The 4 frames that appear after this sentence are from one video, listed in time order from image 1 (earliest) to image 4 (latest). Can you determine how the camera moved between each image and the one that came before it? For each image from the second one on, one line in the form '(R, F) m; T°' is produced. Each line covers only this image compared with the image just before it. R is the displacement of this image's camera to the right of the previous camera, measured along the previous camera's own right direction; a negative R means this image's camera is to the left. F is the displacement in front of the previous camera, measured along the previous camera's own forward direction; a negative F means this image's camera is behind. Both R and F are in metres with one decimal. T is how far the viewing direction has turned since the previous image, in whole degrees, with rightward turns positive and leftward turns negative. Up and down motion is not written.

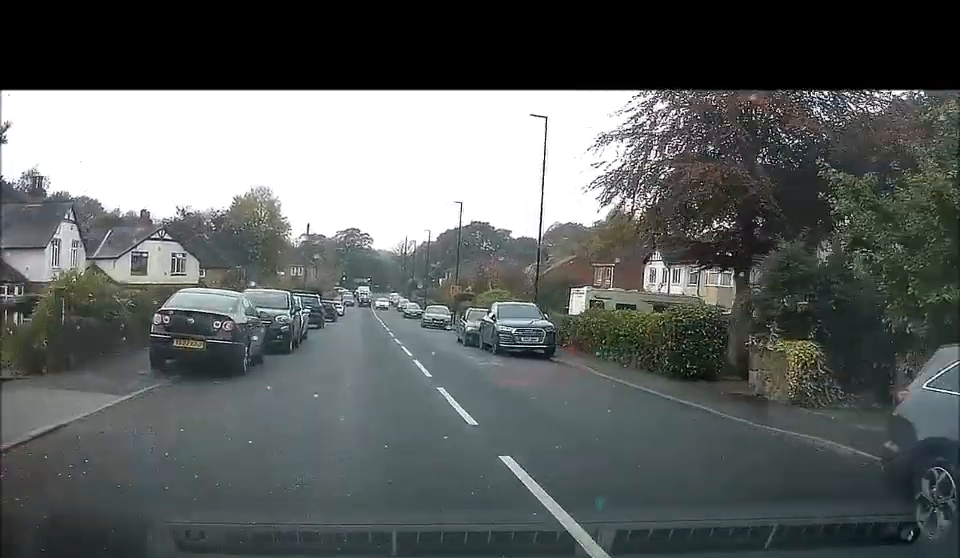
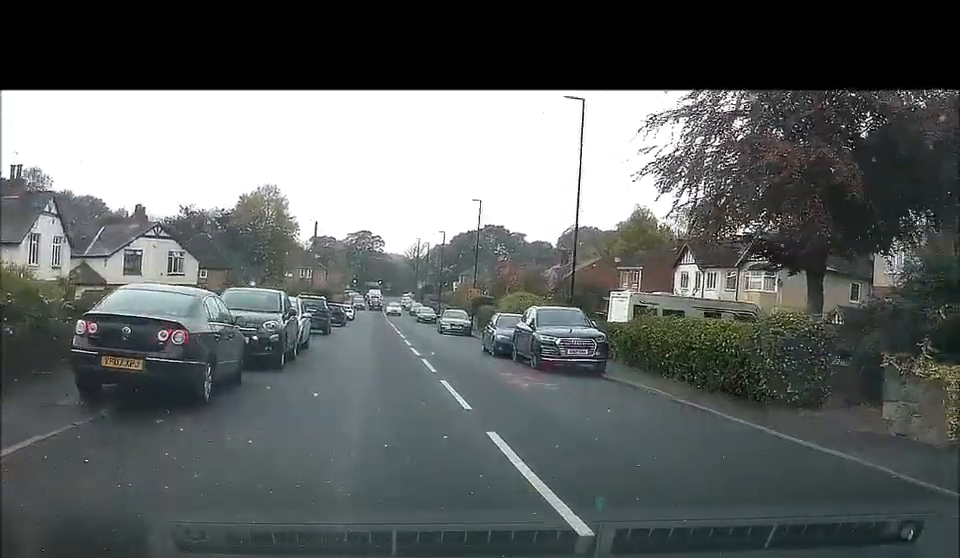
(0.0, +4.4) m; 0°
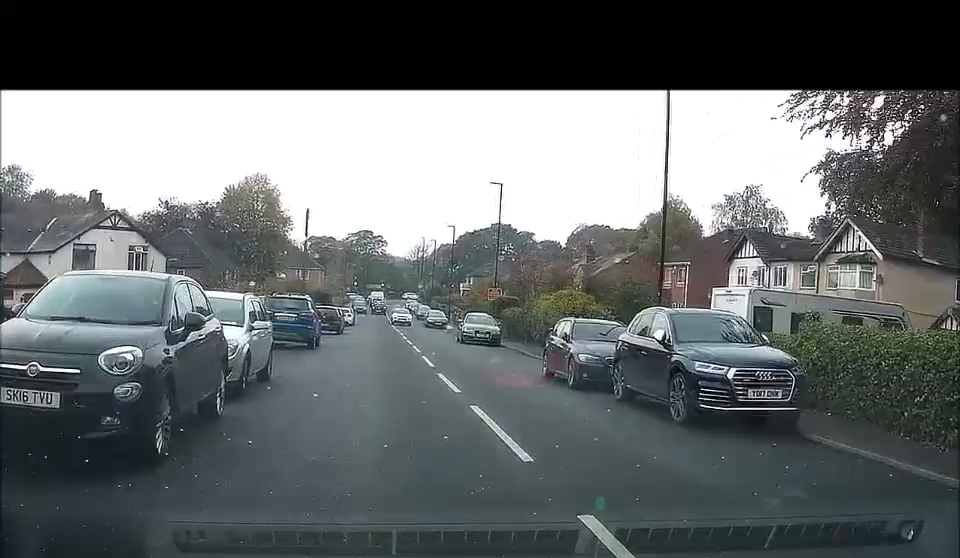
(-0.1, +10.1) m; -1°
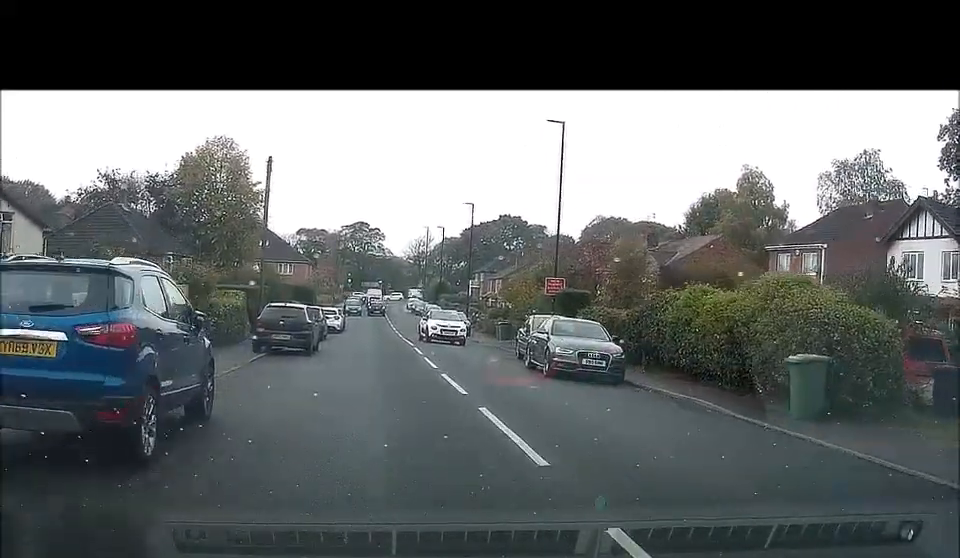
(-0.7, +19.6) m; -2°
